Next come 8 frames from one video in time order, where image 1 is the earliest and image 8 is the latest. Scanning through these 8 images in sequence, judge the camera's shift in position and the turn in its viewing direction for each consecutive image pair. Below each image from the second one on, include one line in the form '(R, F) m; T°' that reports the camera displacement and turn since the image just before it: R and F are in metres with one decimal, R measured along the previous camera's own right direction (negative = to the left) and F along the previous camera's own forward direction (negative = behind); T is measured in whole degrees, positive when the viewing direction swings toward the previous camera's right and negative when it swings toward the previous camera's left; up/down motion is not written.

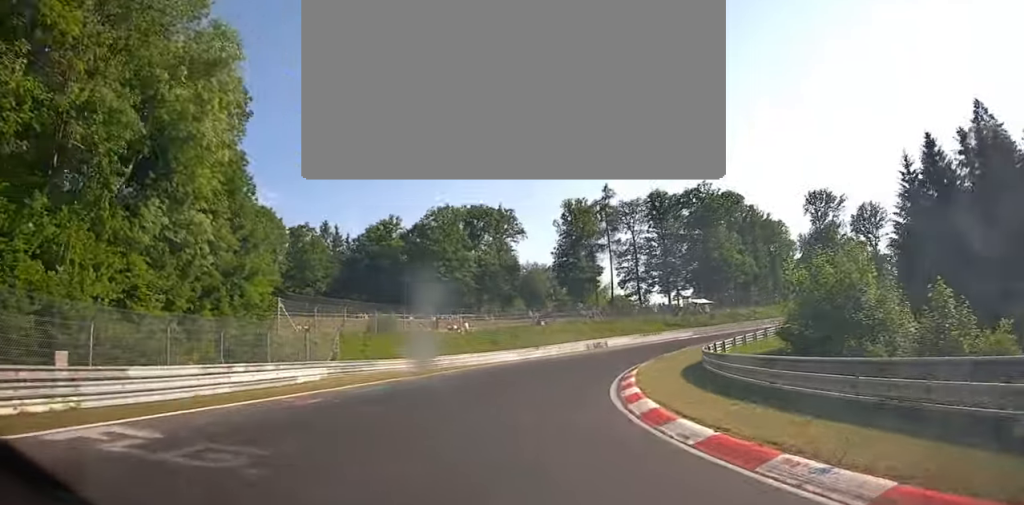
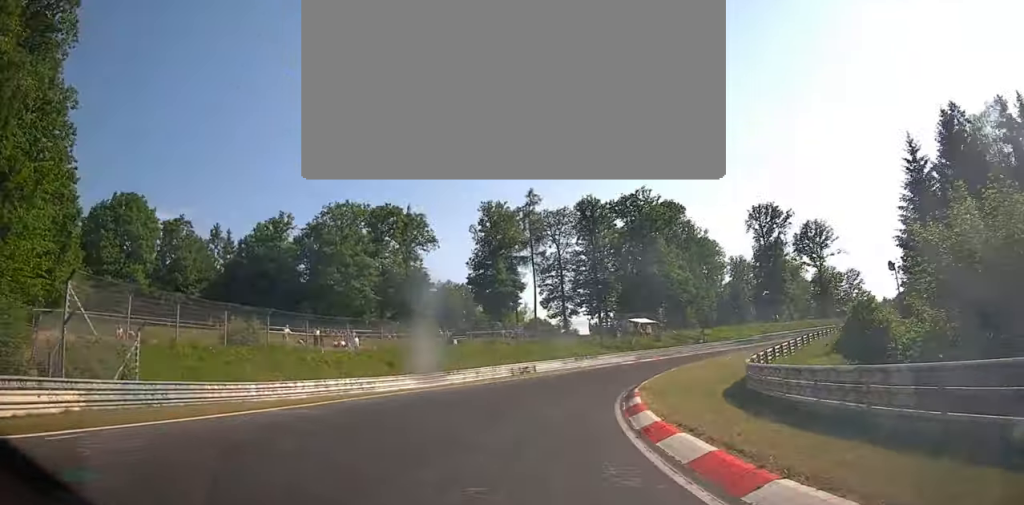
(+1.2, +13.8) m; +13°
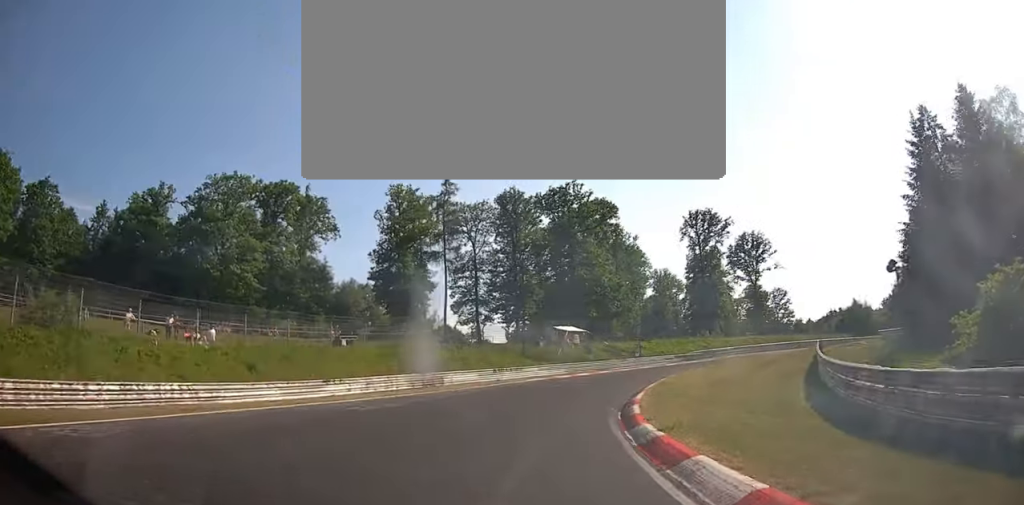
(-1.6, +11.4) m; +10°
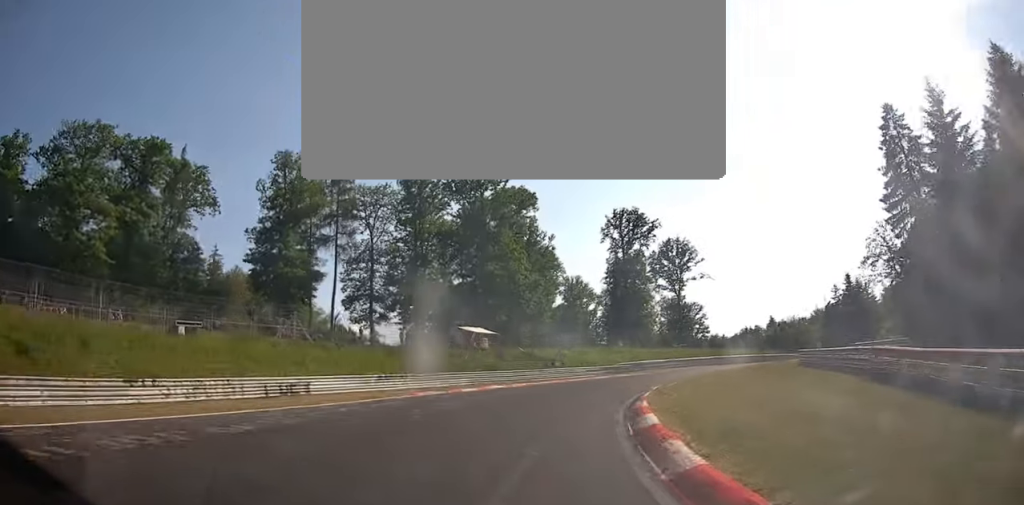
(+3.6, +11.2) m; +12°
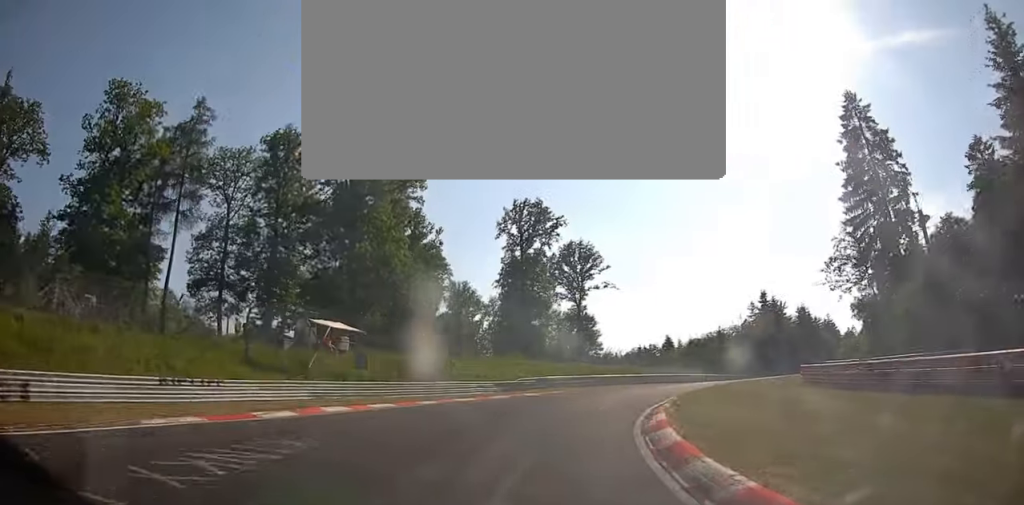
(+2.1, +15.0) m; +15°
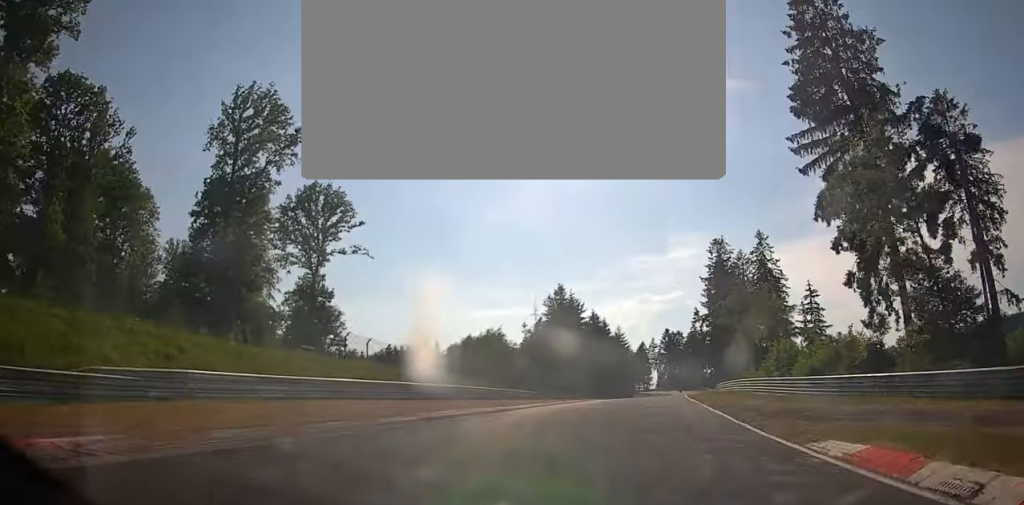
(+6.6, +34.5) m; +19°
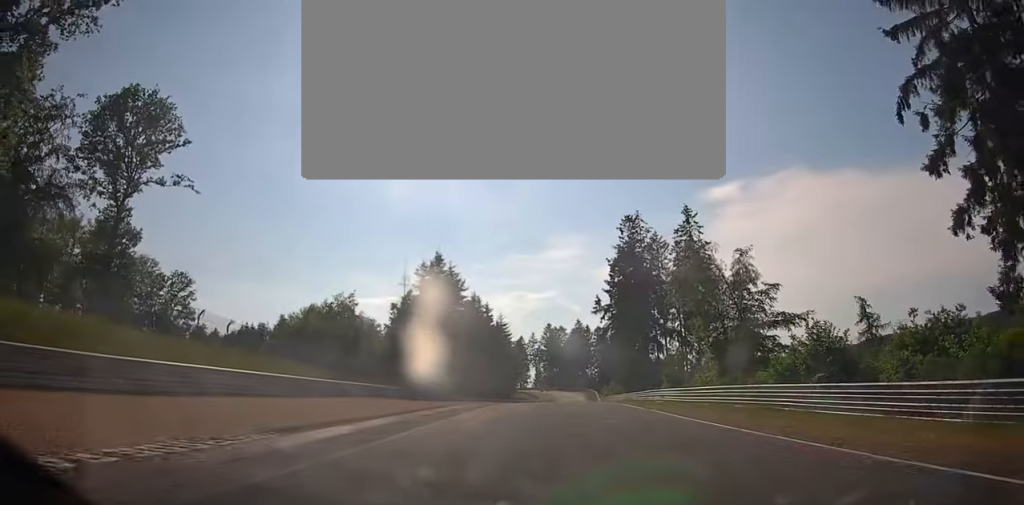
(+2.1, +21.6) m; +8°
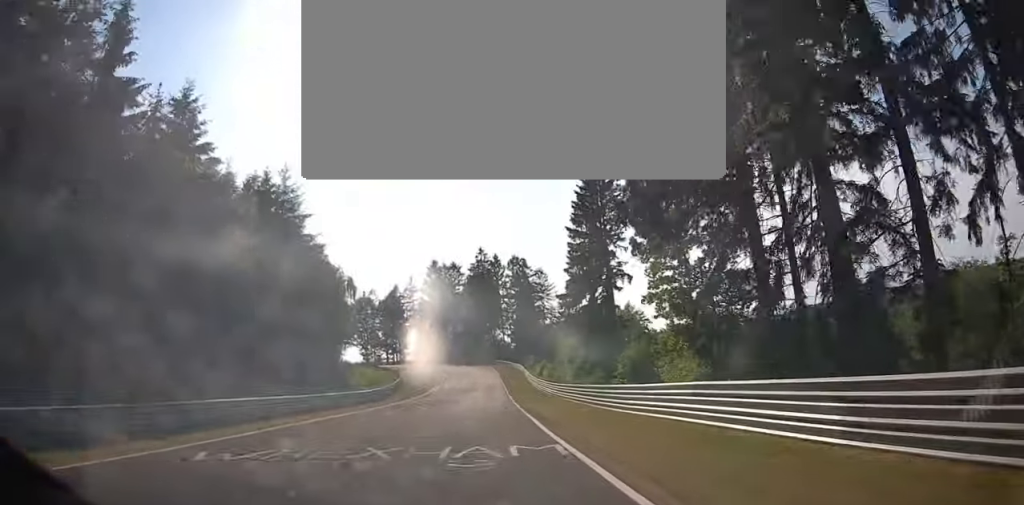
(+8.0, +92.4) m; +5°
